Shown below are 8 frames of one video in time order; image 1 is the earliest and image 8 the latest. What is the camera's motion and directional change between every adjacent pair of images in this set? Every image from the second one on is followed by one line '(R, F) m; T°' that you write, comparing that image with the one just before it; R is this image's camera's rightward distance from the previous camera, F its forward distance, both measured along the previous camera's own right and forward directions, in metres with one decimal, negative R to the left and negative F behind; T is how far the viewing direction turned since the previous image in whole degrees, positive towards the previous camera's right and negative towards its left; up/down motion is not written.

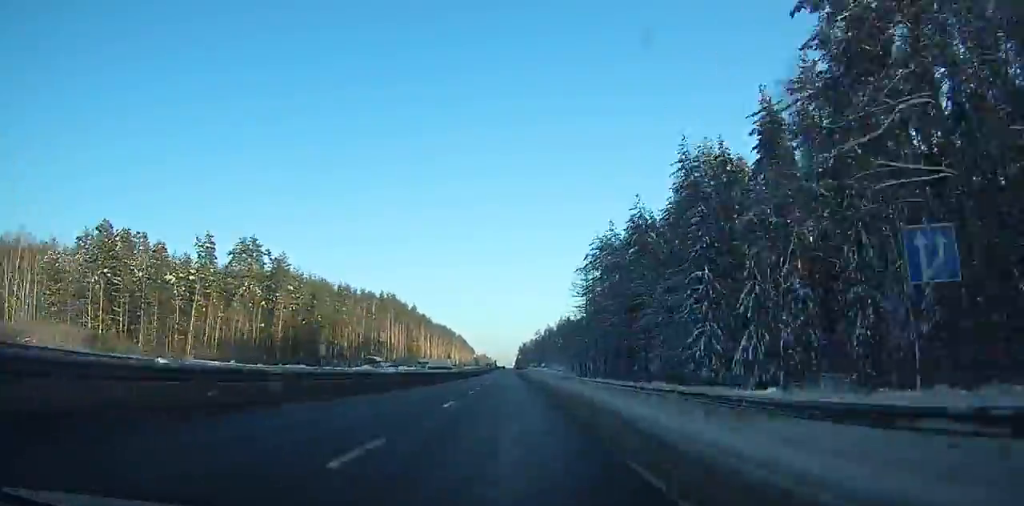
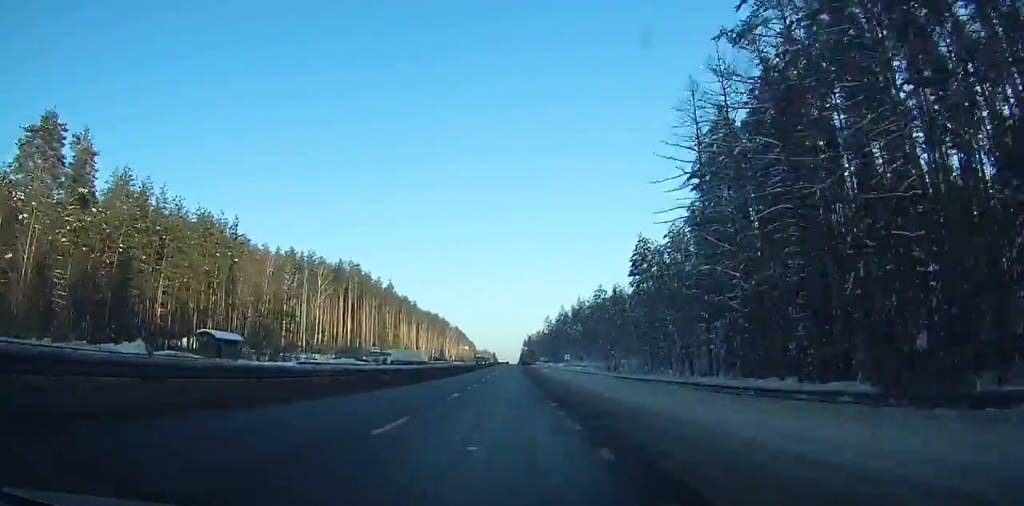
(-0.1, +69.1) m; 0°
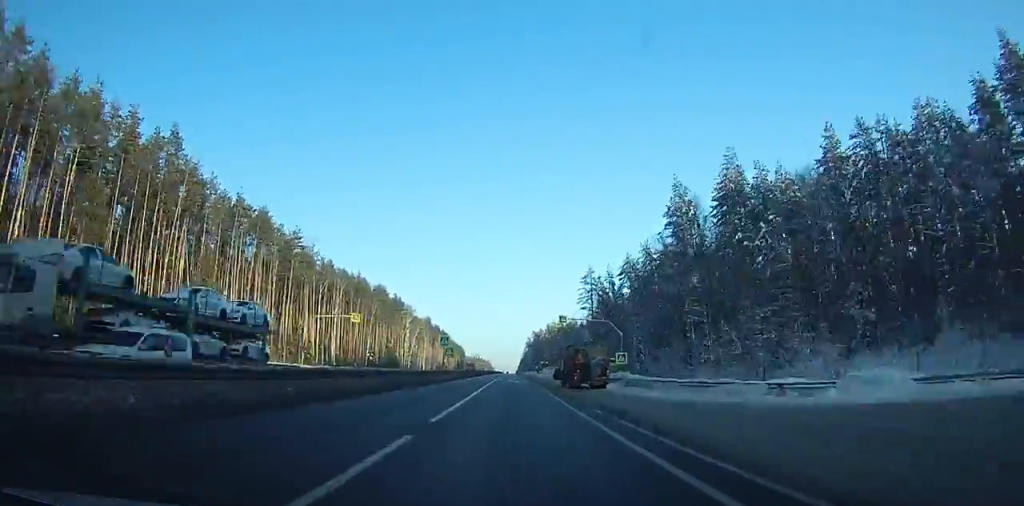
(-0.4, +166.2) m; 0°
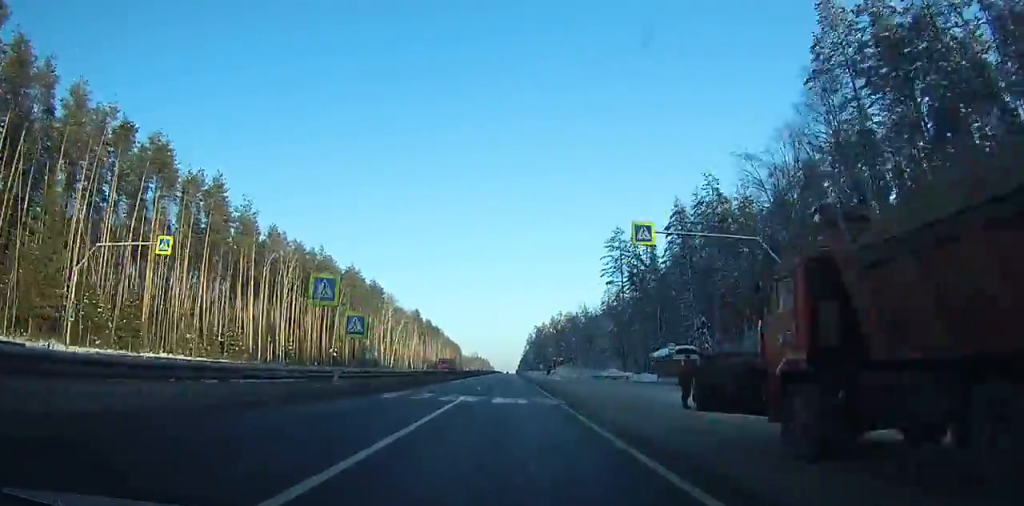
(+0.1, +40.9) m; 0°
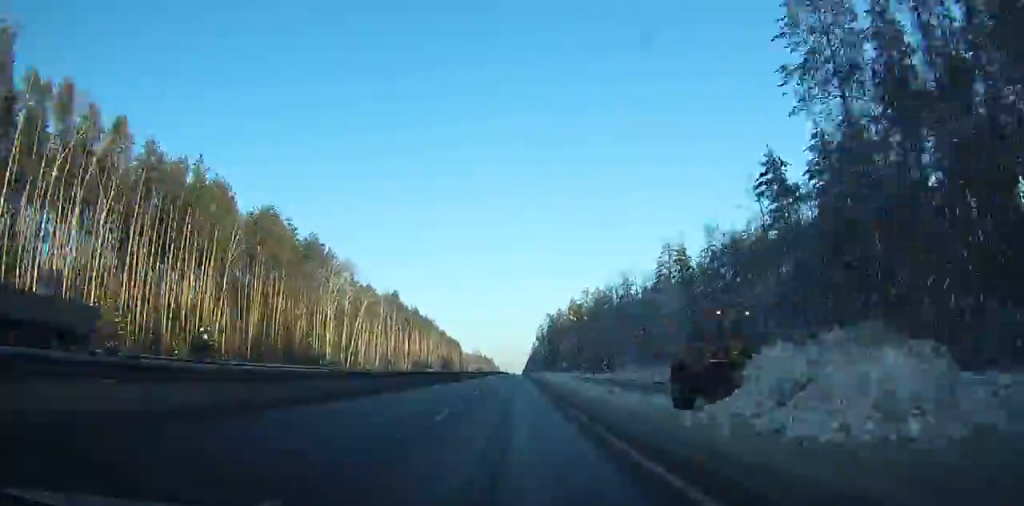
(0.0, +71.8) m; 0°
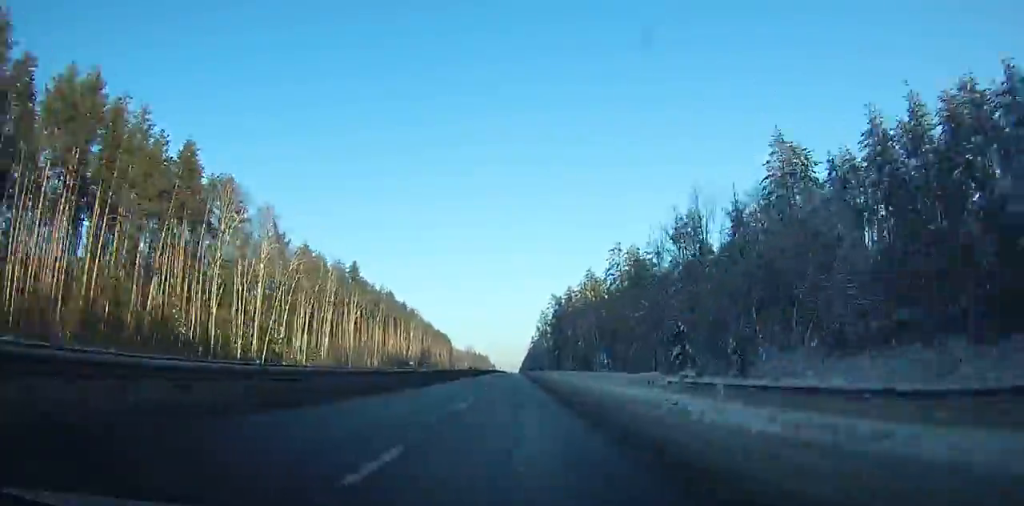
(-0.1, +56.7) m; 0°
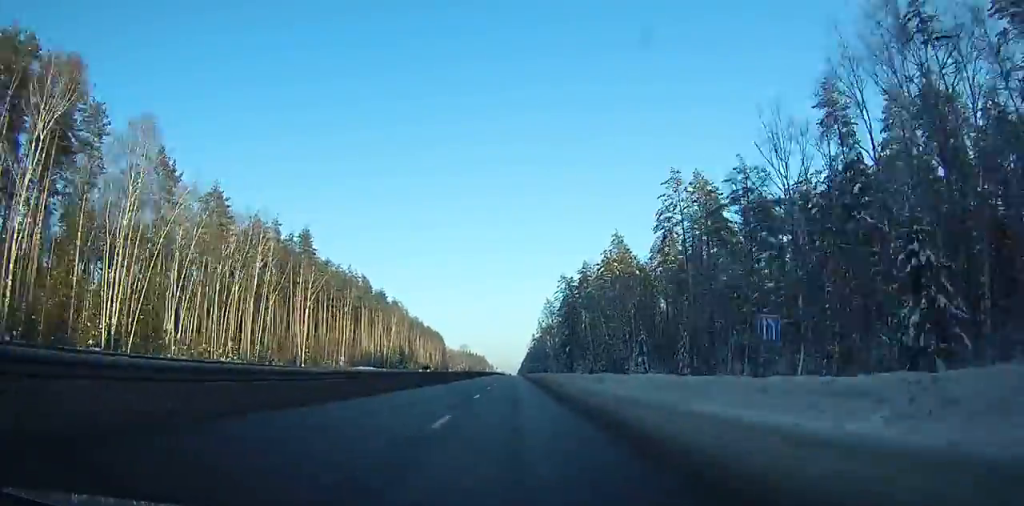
(+0.1, +43.7) m; 0°
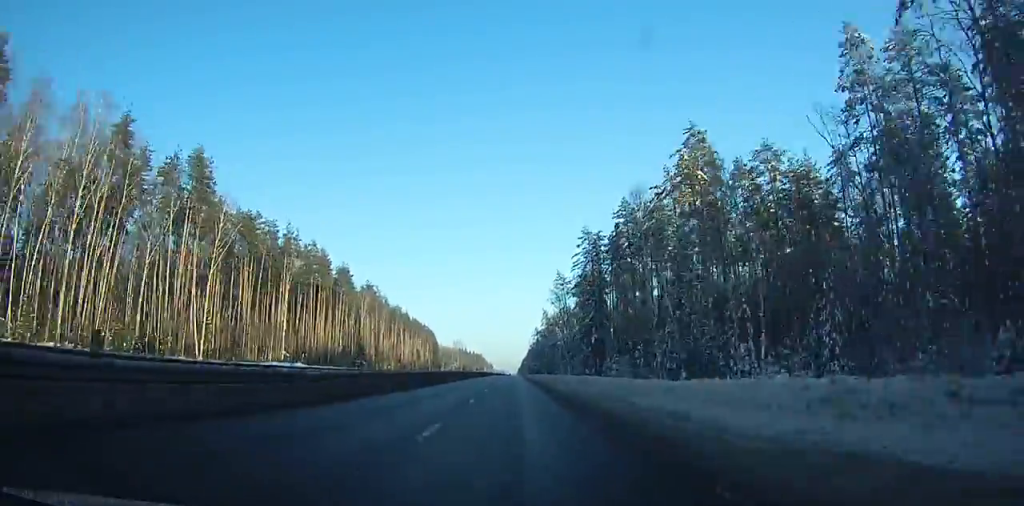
(+0.1, +49.0) m; 0°
